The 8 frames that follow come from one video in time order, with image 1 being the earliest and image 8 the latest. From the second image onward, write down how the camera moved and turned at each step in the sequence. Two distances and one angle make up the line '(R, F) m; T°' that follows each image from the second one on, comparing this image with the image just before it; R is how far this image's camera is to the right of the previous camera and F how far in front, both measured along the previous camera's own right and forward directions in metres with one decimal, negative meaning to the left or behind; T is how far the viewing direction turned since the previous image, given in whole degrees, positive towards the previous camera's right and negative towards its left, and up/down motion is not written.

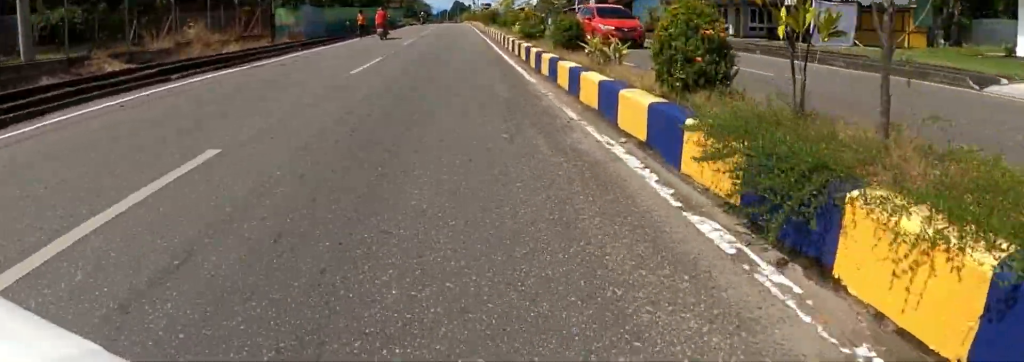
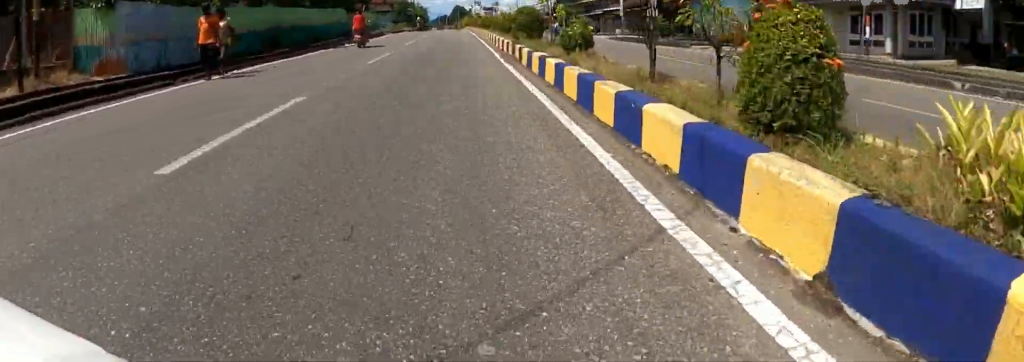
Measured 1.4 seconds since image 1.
(0.0, +13.6) m; +1°
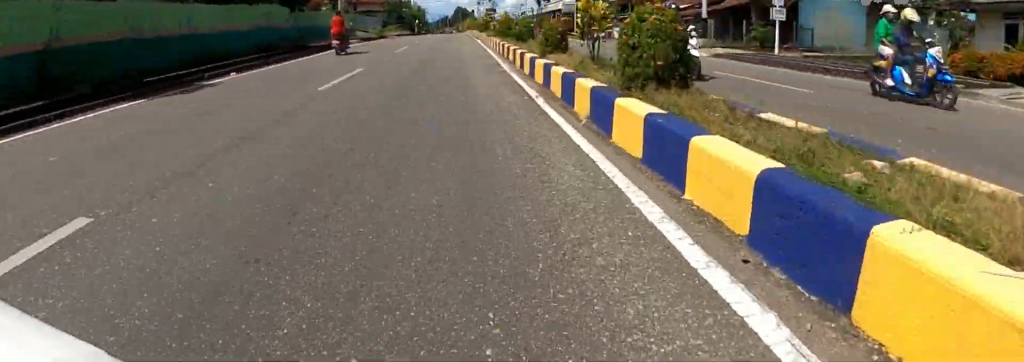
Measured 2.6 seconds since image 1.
(+0.3, +12.5) m; +1°
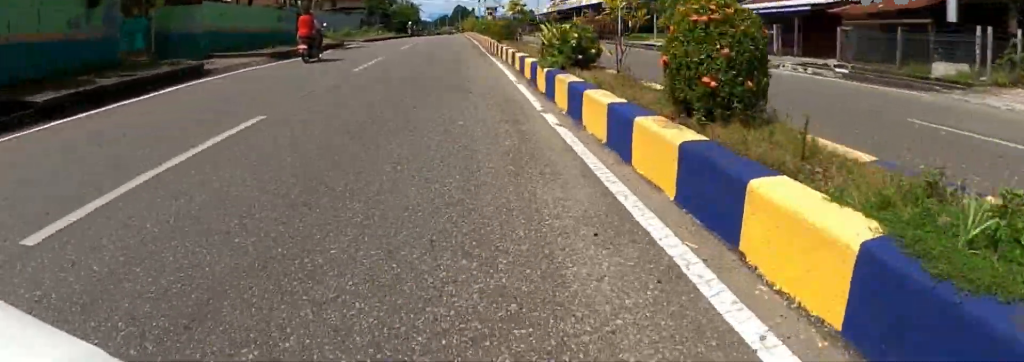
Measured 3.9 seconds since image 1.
(-0.2, +13.5) m; -2°
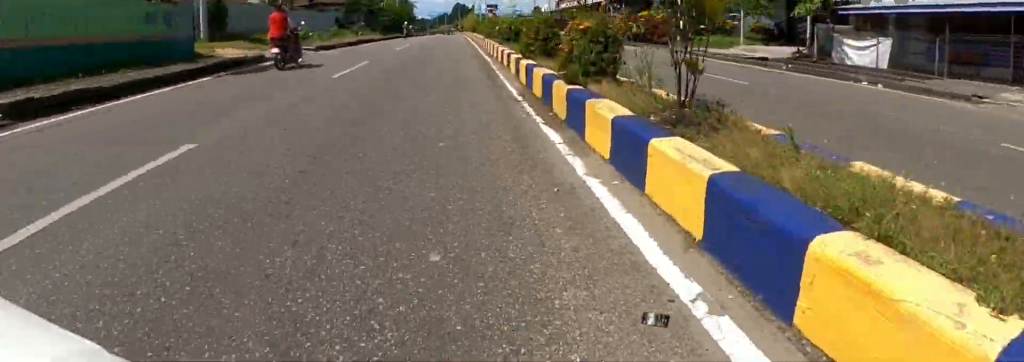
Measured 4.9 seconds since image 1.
(-0.1, +9.3) m; 0°
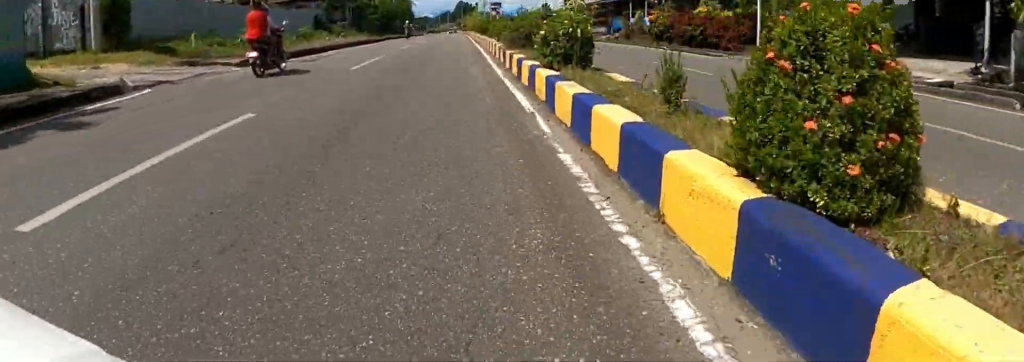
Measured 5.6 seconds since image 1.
(0.0, +6.6) m; 0°
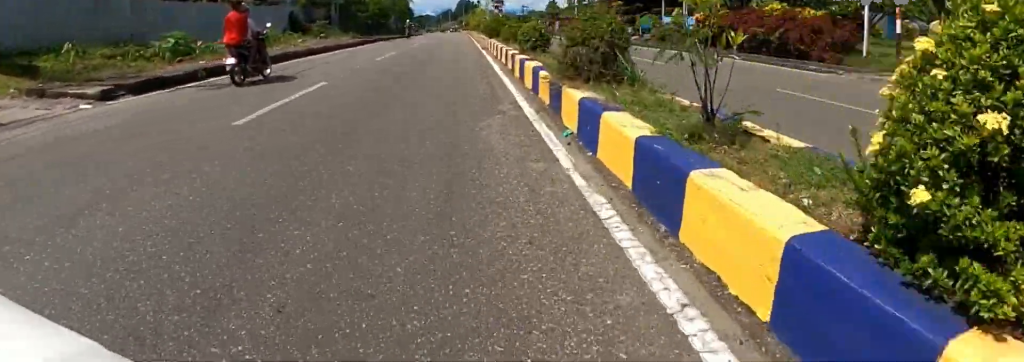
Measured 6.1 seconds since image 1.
(0.0, +5.3) m; 0°
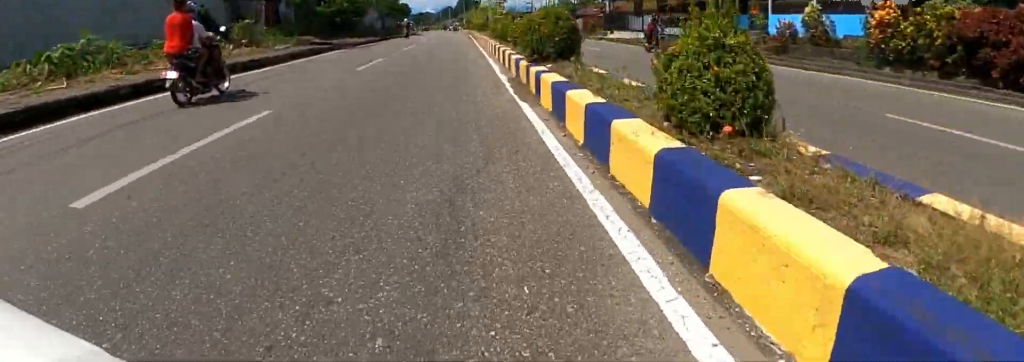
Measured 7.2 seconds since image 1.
(0.0, +10.6) m; 0°
